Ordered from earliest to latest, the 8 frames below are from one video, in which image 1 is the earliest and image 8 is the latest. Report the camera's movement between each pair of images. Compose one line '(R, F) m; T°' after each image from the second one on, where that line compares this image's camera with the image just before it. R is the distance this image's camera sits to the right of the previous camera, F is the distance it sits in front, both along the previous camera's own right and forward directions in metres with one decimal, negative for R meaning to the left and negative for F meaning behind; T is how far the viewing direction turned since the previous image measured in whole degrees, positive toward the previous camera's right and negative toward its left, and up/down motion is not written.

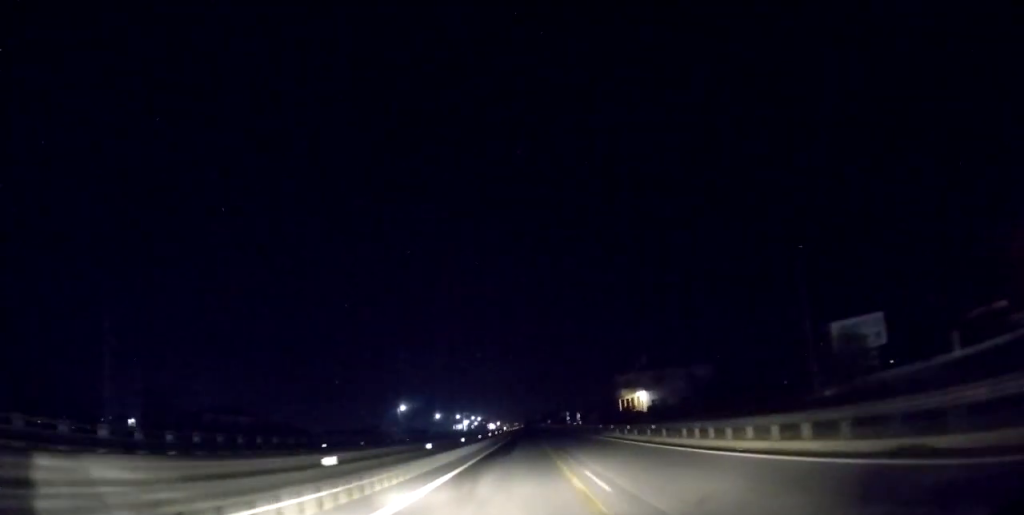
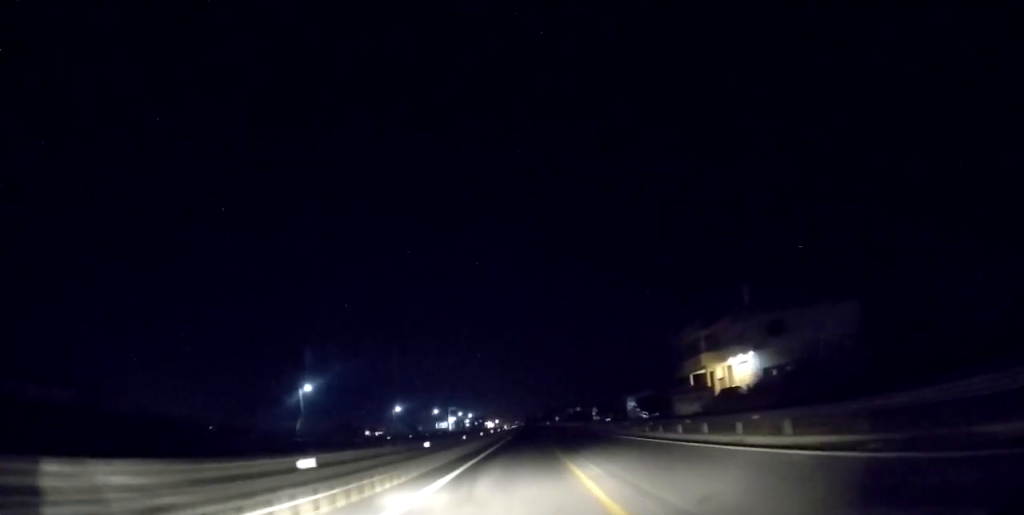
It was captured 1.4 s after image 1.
(-0.3, +45.6) m; 0°
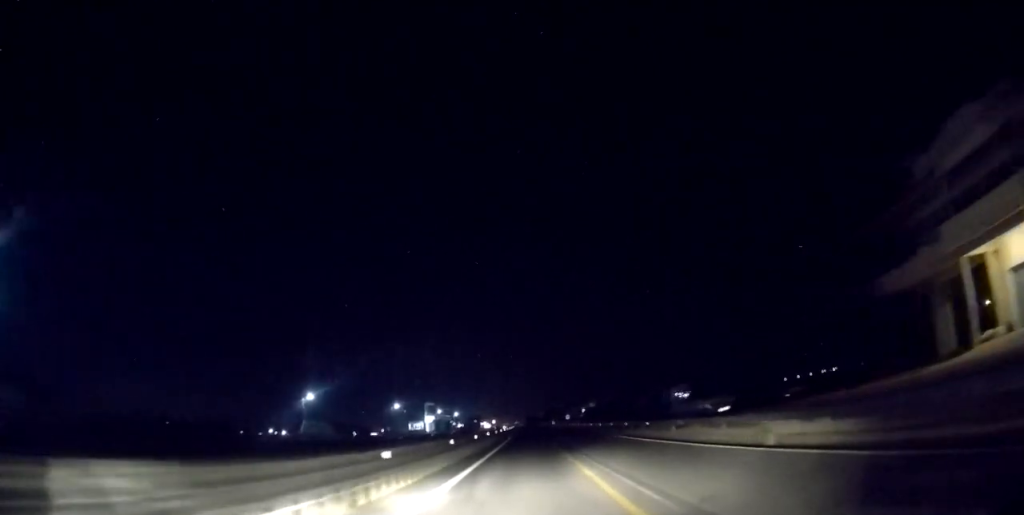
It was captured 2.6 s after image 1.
(+0.9, +41.3) m; +1°
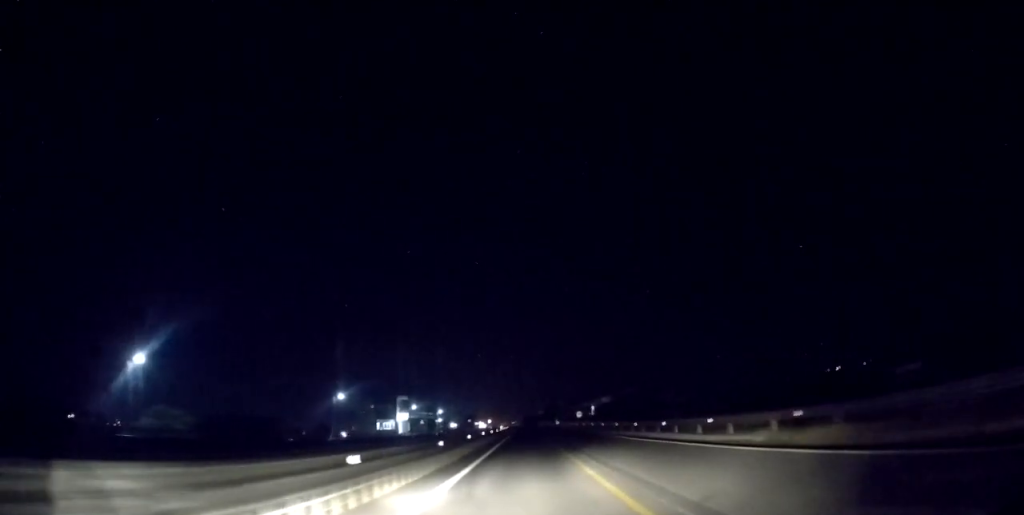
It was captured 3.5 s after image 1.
(-0.6, +28.8) m; -1°
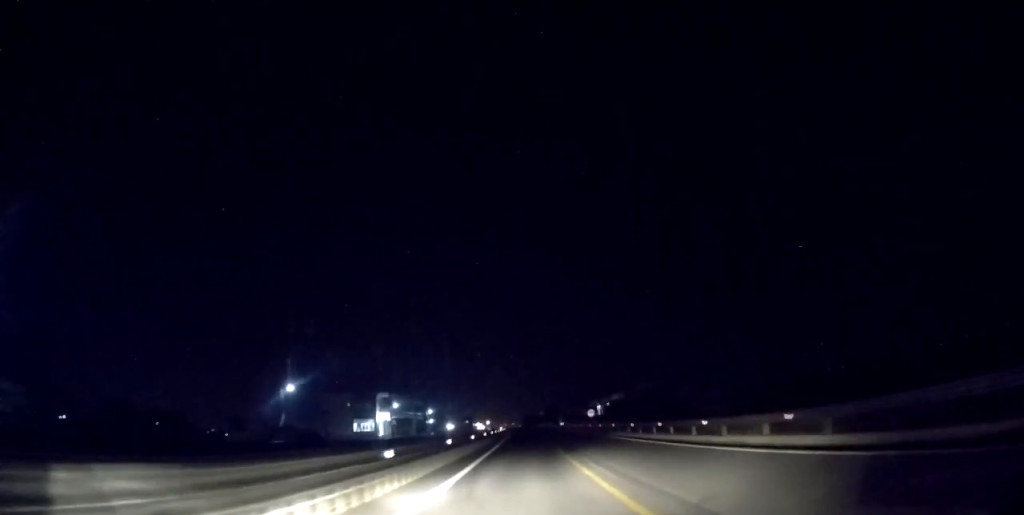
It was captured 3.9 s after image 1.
(0.0, +16.0) m; 0°
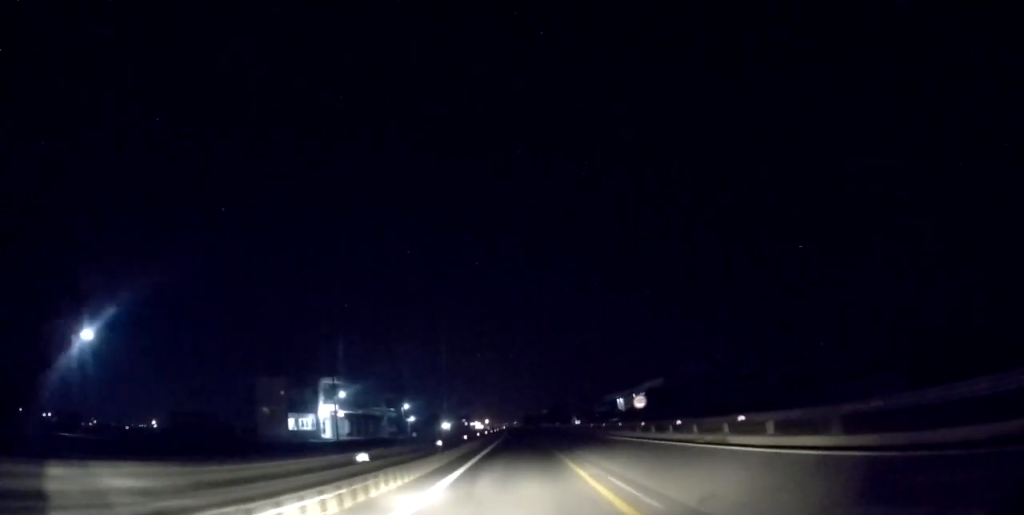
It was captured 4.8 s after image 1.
(0.0, +28.7) m; 0°
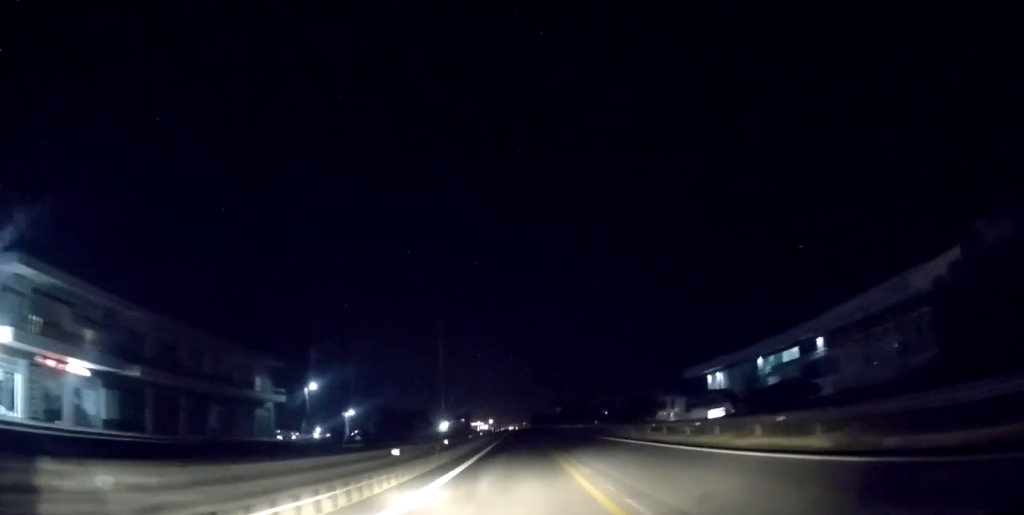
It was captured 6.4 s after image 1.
(+0.4, +51.5) m; 0°
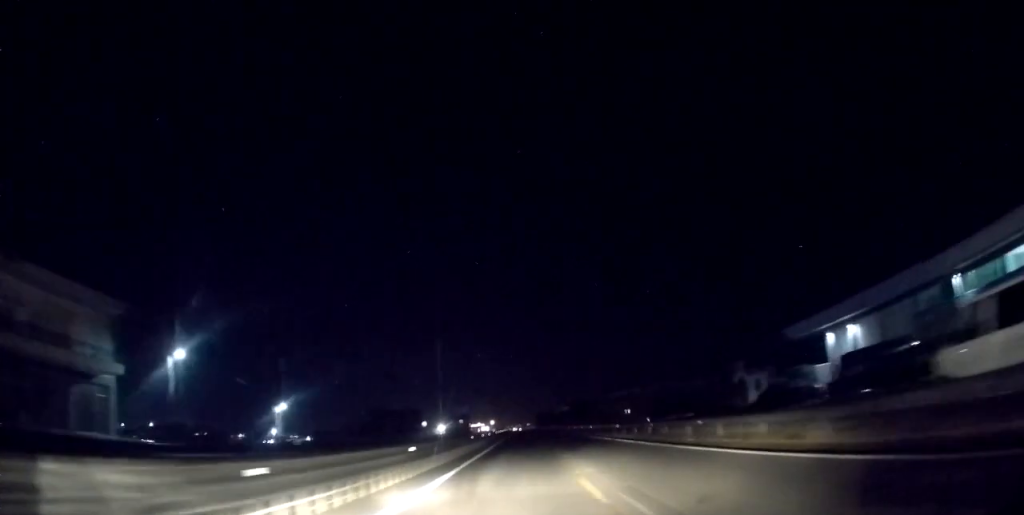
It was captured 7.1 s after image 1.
(-0.4, +24.4) m; -1°
